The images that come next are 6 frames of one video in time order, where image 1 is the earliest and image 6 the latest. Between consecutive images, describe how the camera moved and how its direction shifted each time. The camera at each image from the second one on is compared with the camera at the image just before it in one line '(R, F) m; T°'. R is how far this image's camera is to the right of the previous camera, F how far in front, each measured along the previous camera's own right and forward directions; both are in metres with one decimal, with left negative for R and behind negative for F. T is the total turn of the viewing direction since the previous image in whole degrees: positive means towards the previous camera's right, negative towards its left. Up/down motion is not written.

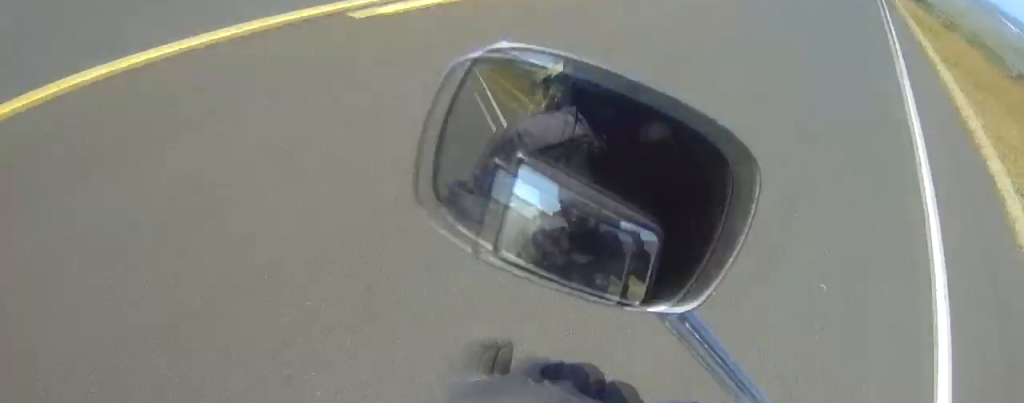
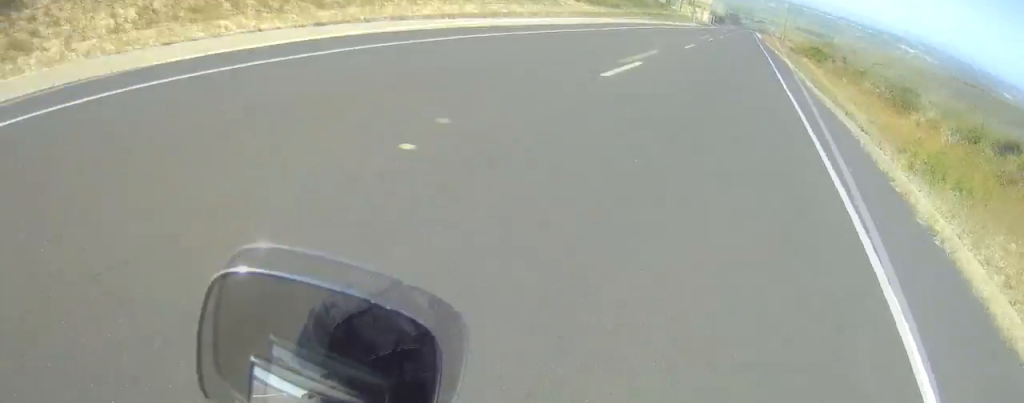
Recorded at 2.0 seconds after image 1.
(0.0, +19.7) m; 0°
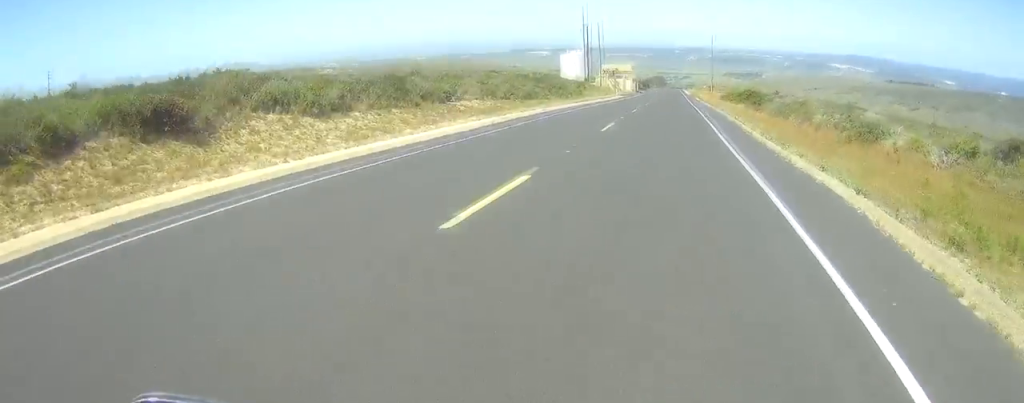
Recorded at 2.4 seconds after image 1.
(0.0, +4.3) m; 0°
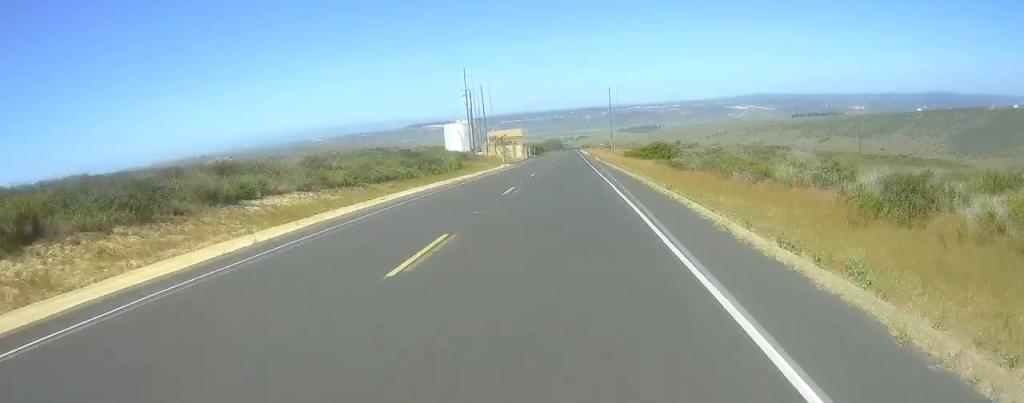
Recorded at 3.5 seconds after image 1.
(0.0, +12.1) m; 0°
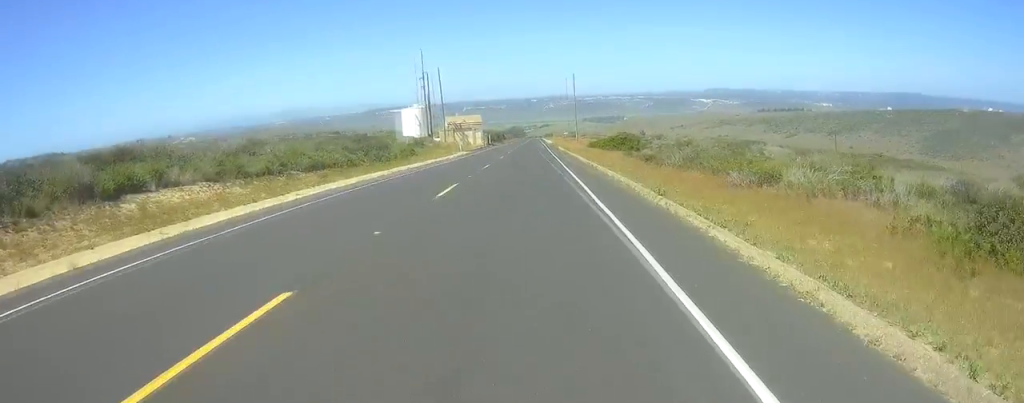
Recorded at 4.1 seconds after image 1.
(0.0, +6.1) m; 0°
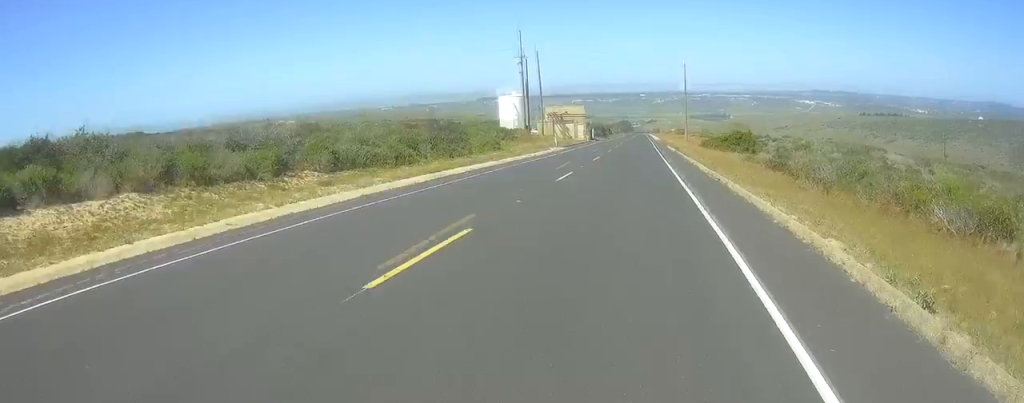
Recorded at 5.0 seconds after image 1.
(0.0, +10.7) m; 0°
